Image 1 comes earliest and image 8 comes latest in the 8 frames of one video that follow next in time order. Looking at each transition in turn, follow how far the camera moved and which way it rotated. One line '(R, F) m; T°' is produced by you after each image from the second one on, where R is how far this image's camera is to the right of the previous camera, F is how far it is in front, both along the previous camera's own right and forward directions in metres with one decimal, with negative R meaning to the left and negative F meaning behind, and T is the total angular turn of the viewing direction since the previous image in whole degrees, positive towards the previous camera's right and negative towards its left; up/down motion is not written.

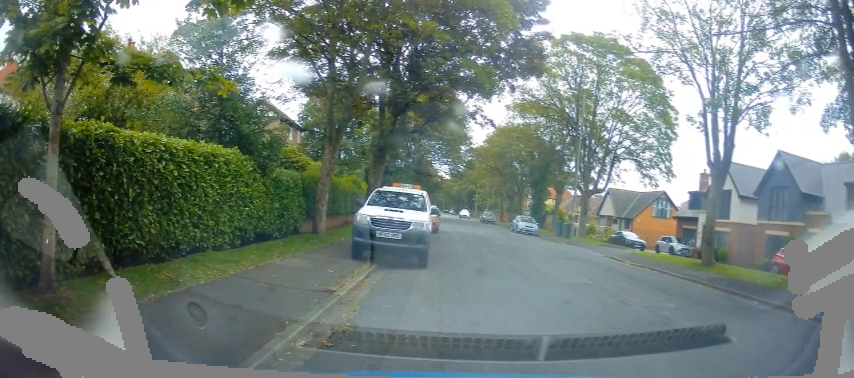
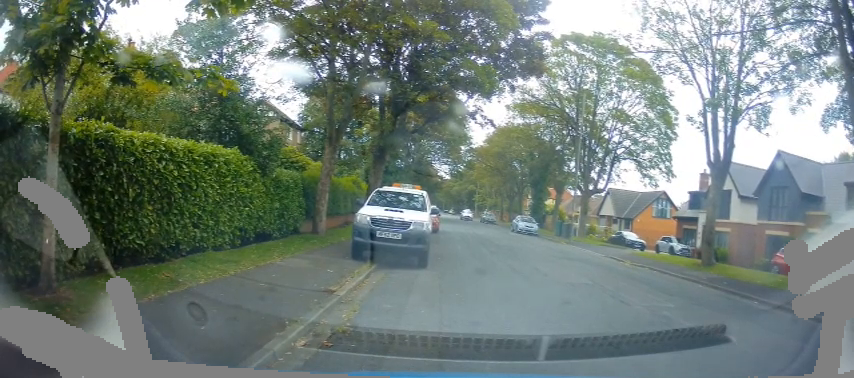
(0.0, 0.0) m; 0°
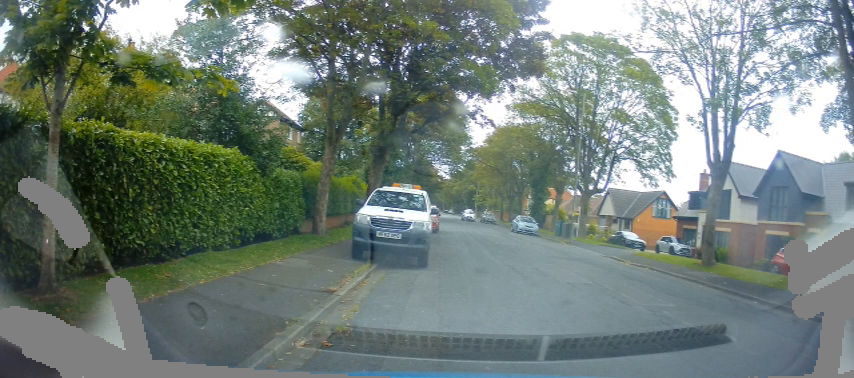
(0.0, 0.0) m; 0°
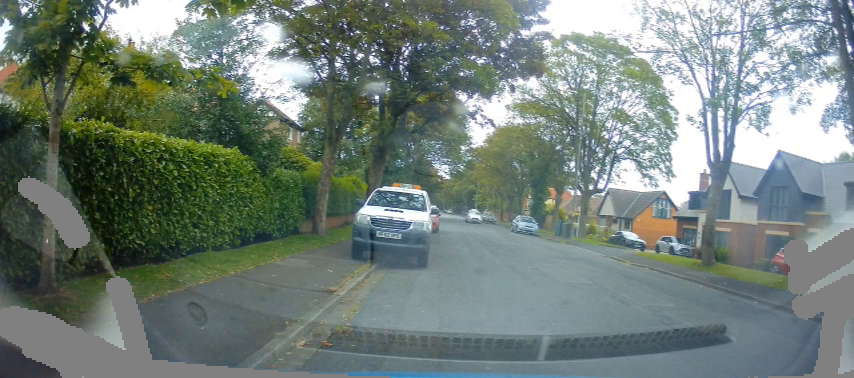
(0.0, 0.0) m; 0°
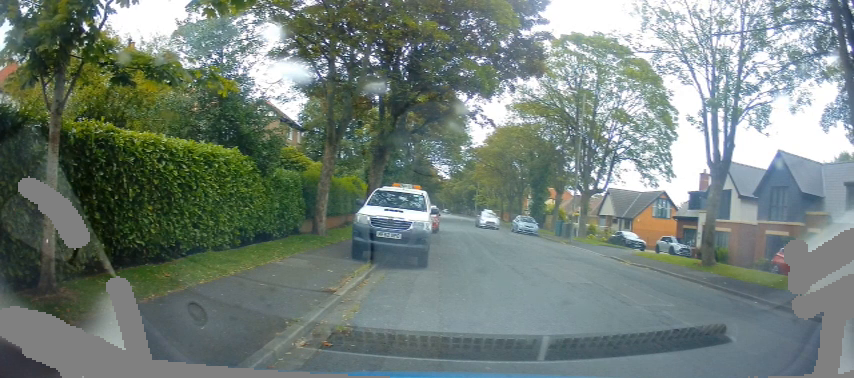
(0.0, 0.0) m; 0°
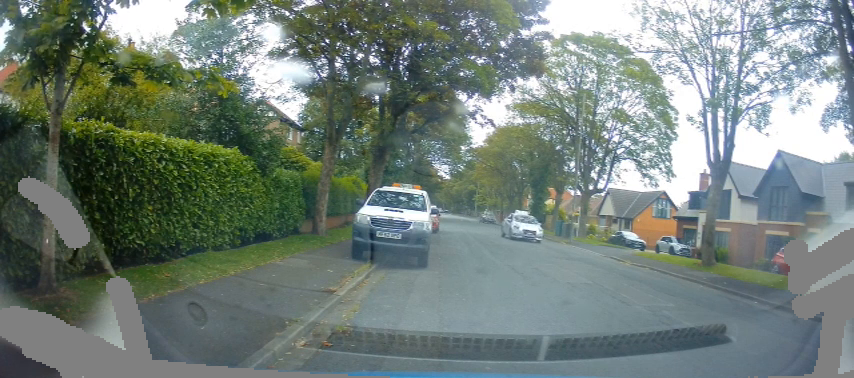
(0.0, 0.0) m; 0°
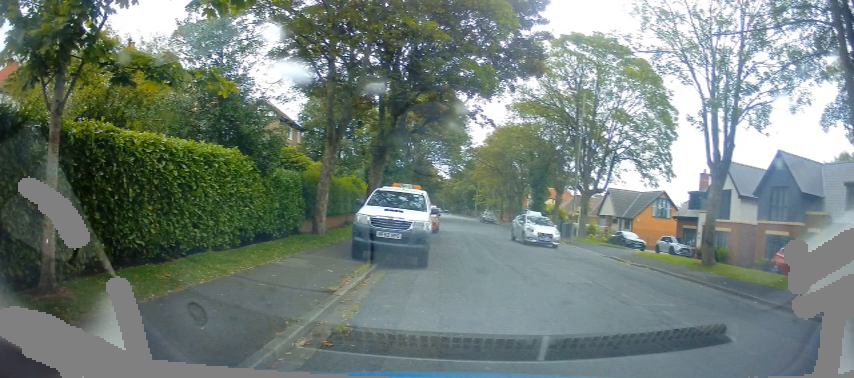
(0.0, 0.0) m; 0°
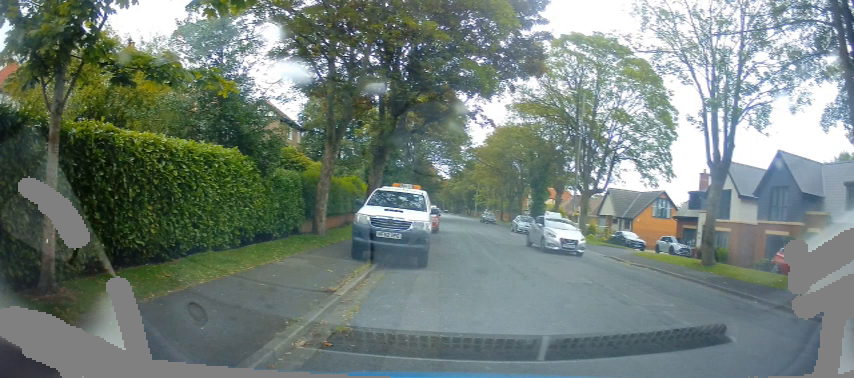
(0.0, 0.0) m; 0°
